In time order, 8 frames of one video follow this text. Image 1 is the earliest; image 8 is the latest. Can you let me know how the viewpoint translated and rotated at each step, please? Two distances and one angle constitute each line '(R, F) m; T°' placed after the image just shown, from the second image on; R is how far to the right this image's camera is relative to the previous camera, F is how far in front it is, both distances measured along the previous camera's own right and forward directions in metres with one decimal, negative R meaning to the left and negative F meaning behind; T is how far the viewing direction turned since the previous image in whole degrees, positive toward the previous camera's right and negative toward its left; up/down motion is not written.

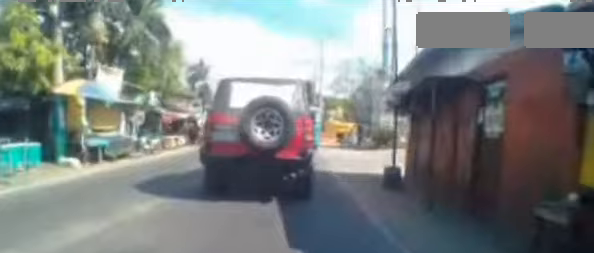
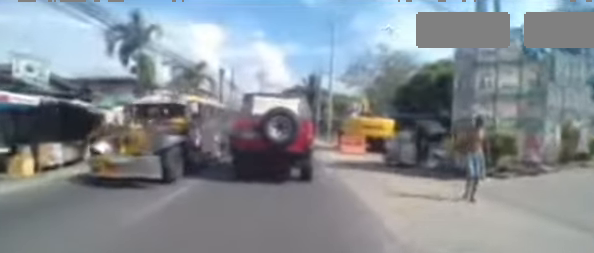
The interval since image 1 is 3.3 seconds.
(-0.2, +10.6) m; -2°
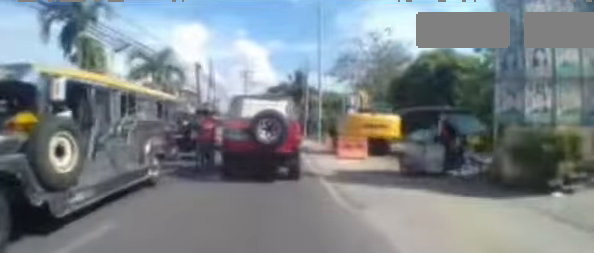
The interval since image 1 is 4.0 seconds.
(-0.1, +3.1) m; 0°
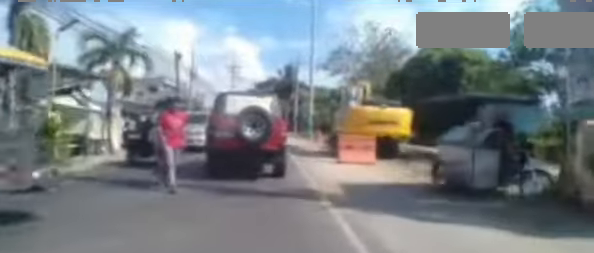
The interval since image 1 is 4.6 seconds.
(0.0, +2.6) m; 0°
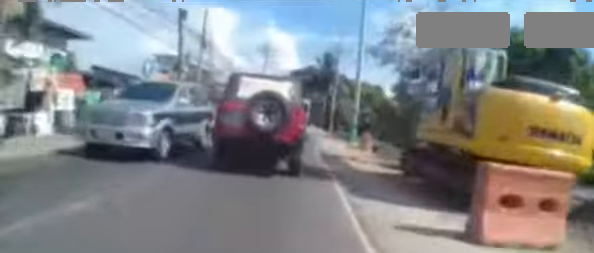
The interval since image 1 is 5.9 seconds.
(+0.1, +6.3) m; +1°
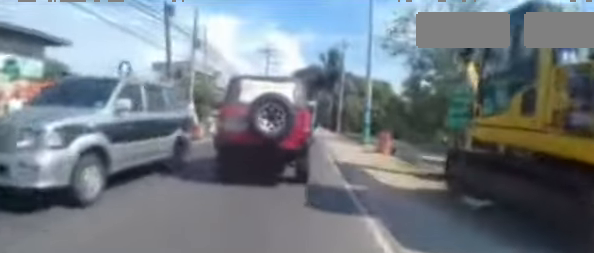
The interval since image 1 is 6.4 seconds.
(0.0, +2.2) m; 0°
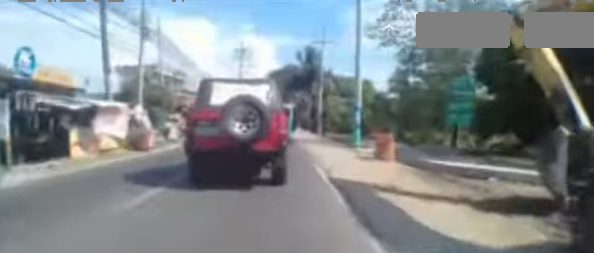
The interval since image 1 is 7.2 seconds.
(-0.1, +3.7) m; -2°
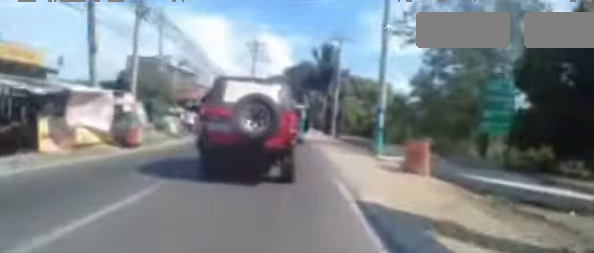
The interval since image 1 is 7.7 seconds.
(0.0, +2.3) m; 0°
